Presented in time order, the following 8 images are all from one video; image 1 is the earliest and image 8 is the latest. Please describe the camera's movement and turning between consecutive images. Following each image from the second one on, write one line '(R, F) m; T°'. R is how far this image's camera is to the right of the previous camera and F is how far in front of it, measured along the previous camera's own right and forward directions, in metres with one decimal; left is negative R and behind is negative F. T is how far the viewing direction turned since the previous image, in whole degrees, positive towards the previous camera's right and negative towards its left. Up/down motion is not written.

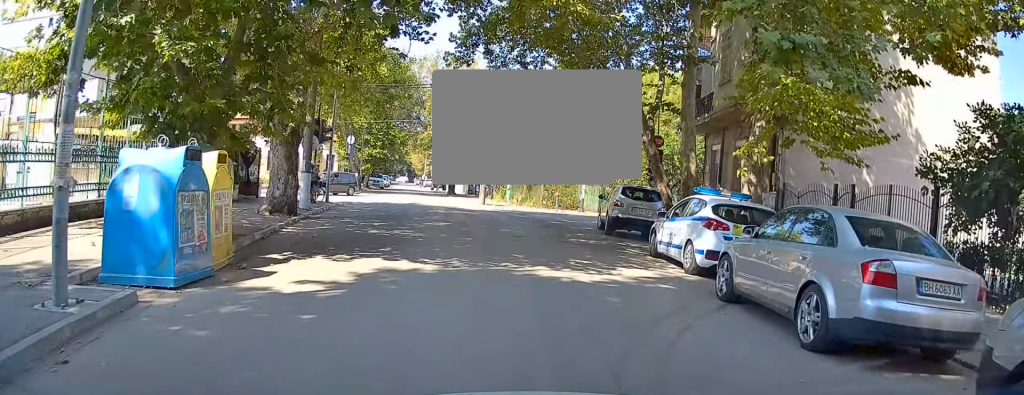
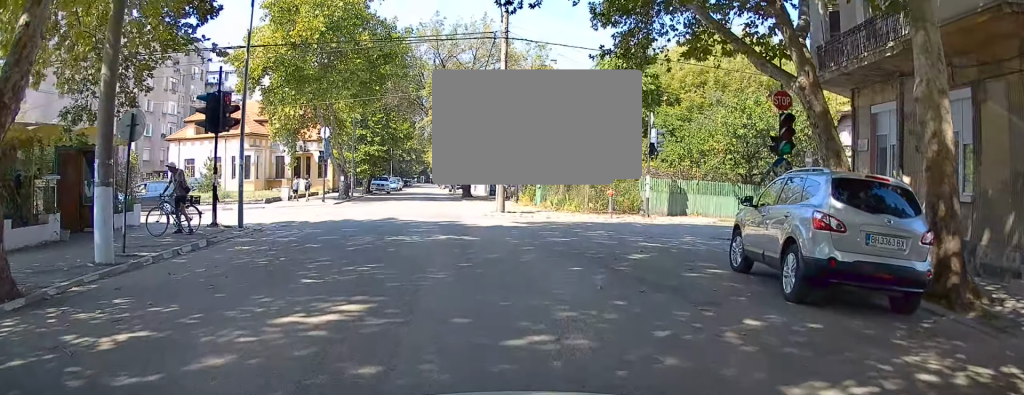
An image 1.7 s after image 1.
(-0.6, +11.9) m; -6°
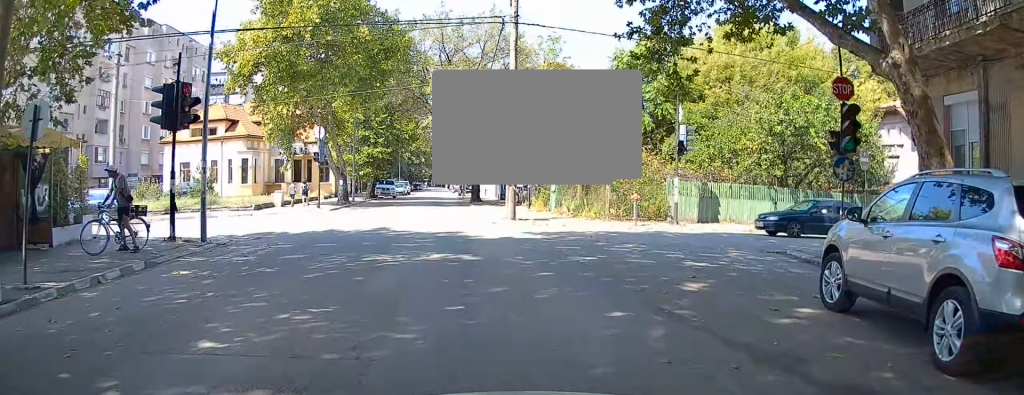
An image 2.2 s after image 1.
(-0.1, +2.8) m; -2°
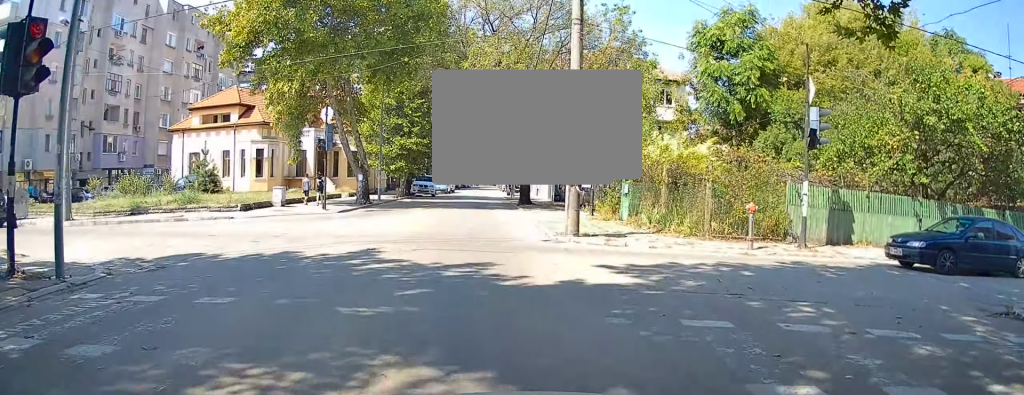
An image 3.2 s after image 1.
(-0.2, +6.7) m; -2°
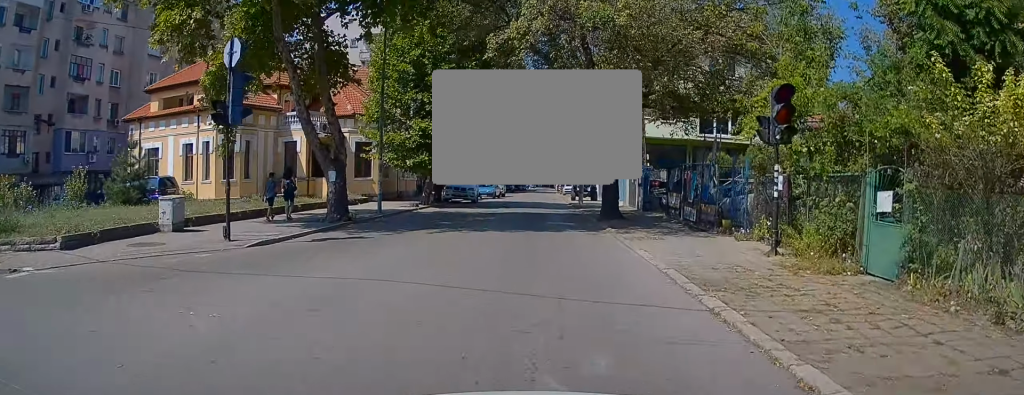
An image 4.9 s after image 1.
(-0.5, +12.8) m; -4°
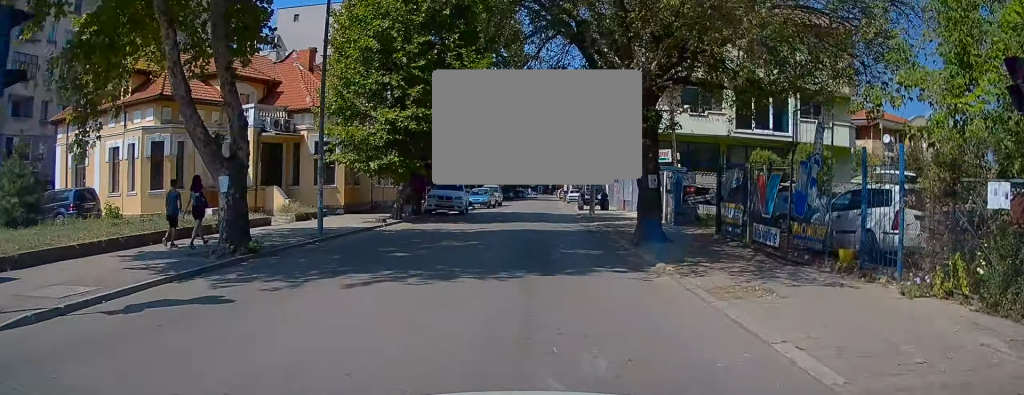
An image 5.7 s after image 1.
(-0.2, +6.6) m; 0°
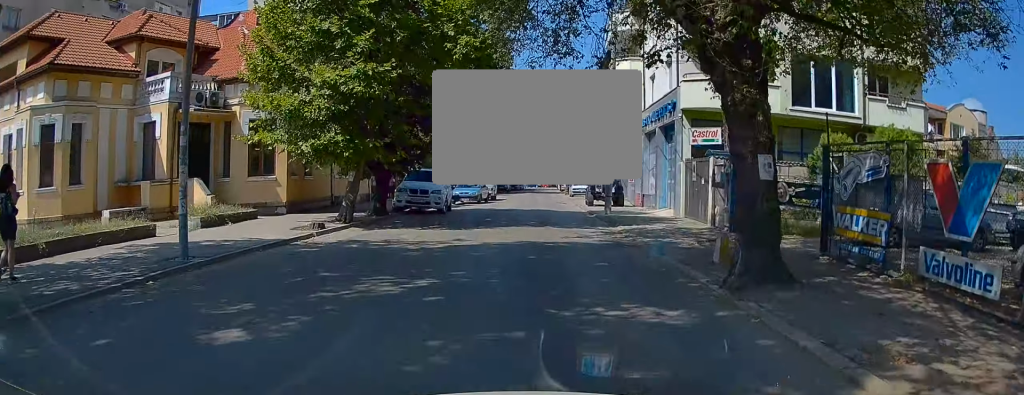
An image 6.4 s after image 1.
(+0.2, +7.0) m; +2°
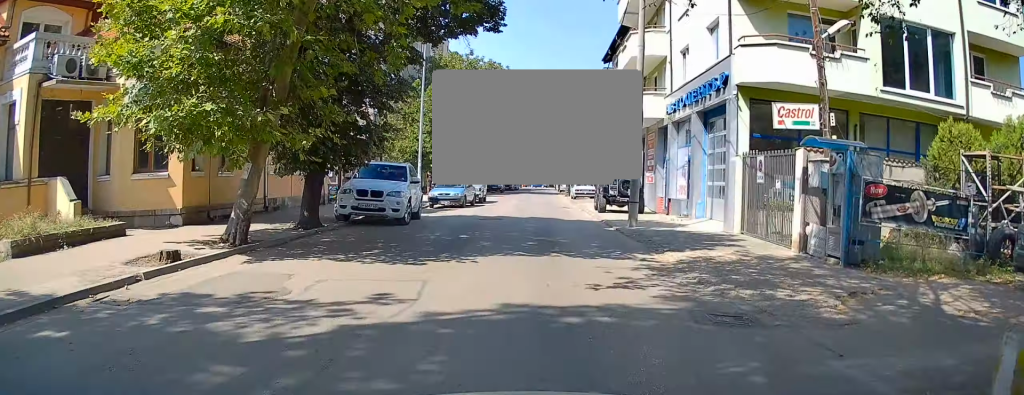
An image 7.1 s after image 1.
(+0.1, +7.0) m; -1°
